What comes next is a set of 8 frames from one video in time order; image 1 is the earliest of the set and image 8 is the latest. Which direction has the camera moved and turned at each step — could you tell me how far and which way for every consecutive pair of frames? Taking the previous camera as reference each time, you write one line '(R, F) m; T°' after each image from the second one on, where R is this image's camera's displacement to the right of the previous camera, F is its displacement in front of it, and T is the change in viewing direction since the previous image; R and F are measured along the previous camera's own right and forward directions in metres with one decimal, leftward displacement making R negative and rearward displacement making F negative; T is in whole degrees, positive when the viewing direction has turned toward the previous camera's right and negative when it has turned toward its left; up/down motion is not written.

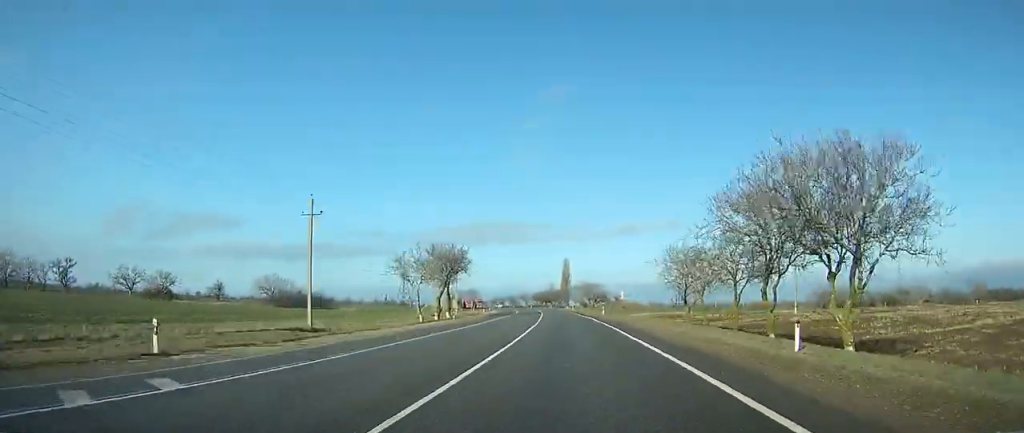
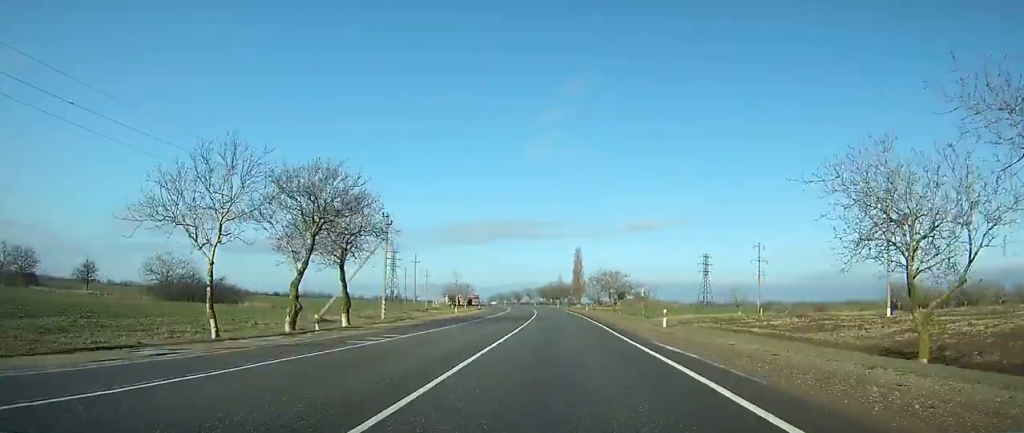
(-0.6, +35.8) m; -2°
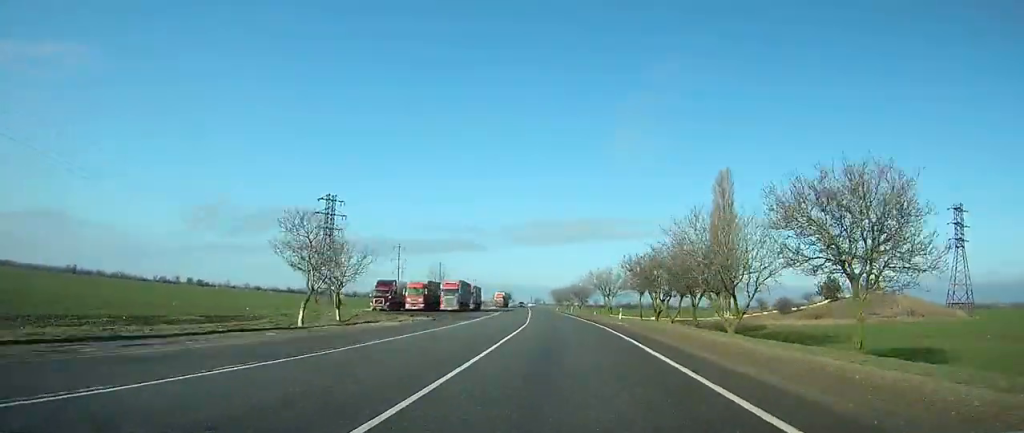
(-9.3, +130.3) m; -8°
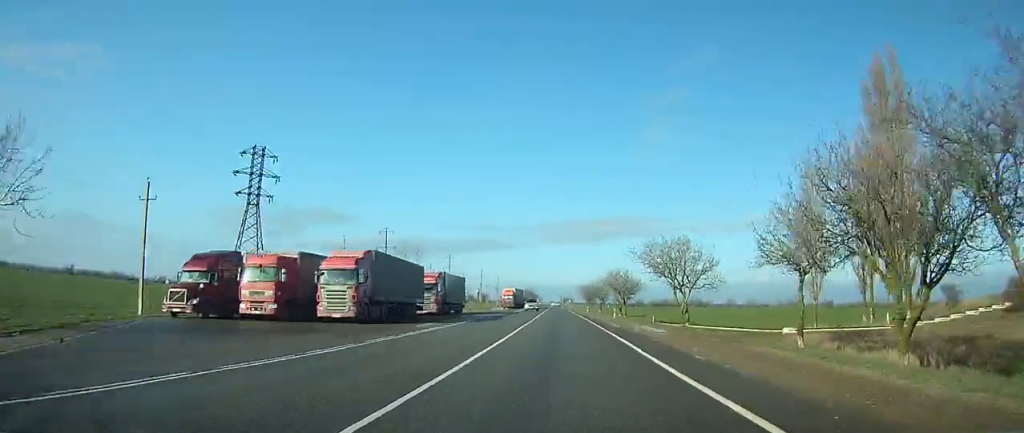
(-0.6, +42.3) m; -2°
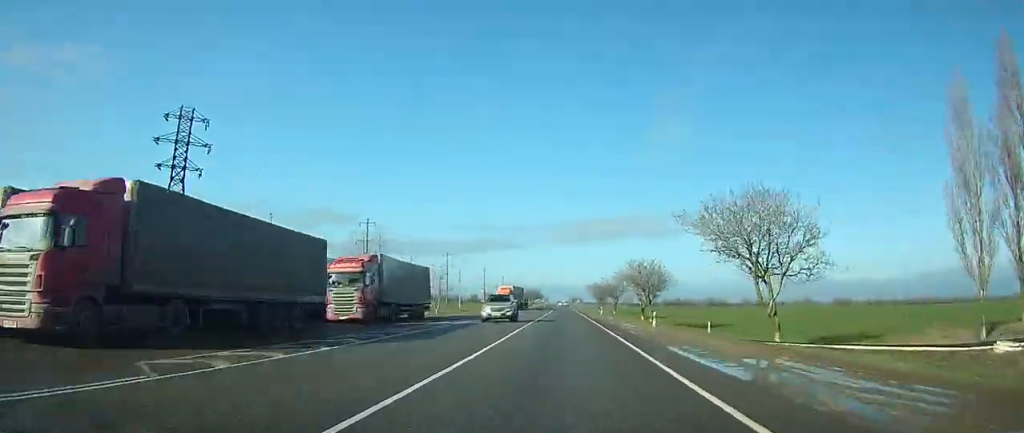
(-0.3, +20.5) m; -1°
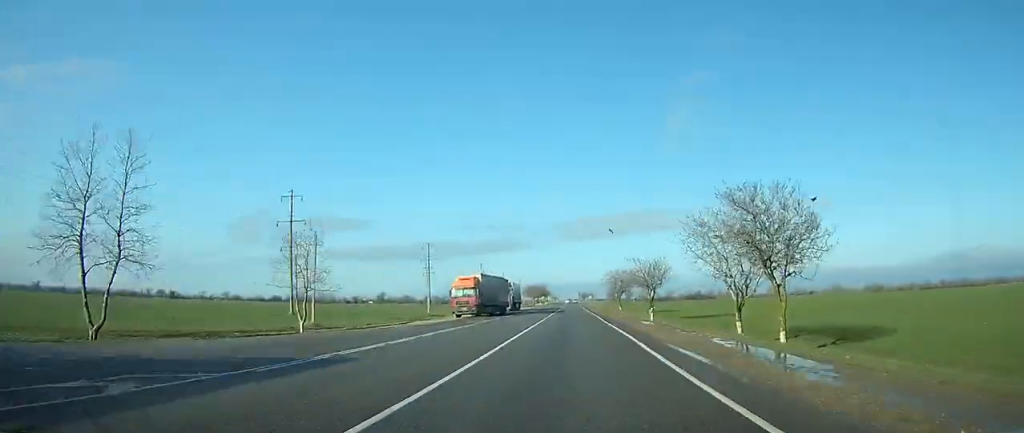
(-0.4, +41.1) m; -1°
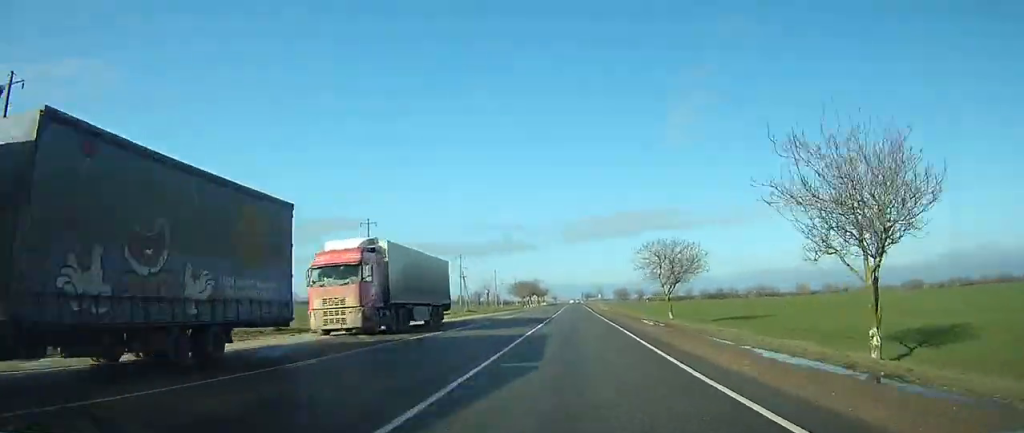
(-0.4, +56.7) m; 0°
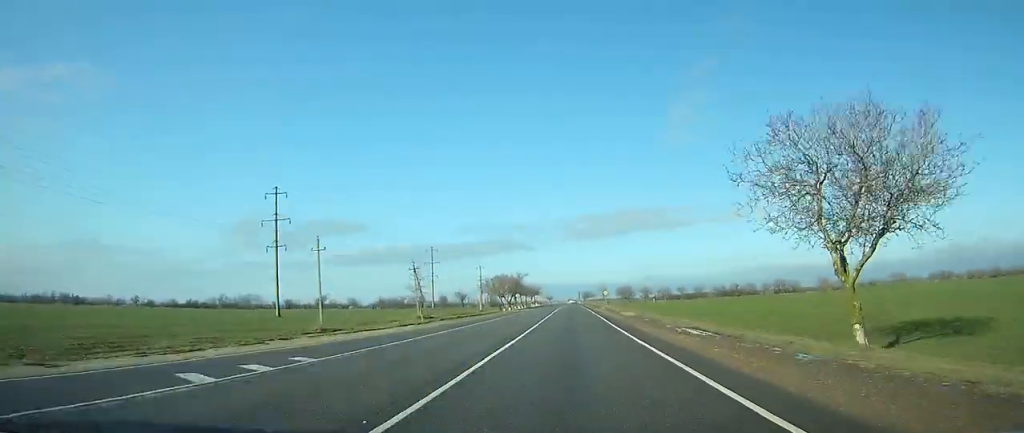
(+0.1, +39.7) m; 0°
